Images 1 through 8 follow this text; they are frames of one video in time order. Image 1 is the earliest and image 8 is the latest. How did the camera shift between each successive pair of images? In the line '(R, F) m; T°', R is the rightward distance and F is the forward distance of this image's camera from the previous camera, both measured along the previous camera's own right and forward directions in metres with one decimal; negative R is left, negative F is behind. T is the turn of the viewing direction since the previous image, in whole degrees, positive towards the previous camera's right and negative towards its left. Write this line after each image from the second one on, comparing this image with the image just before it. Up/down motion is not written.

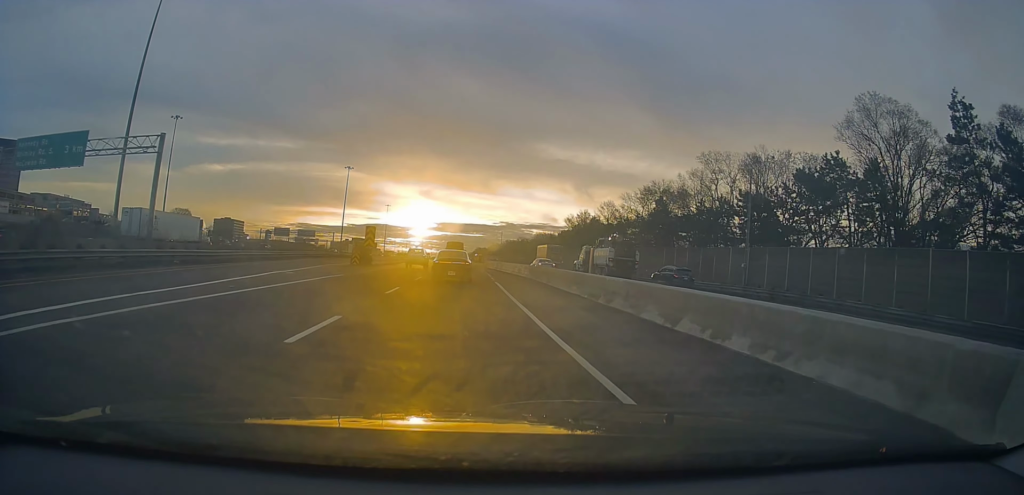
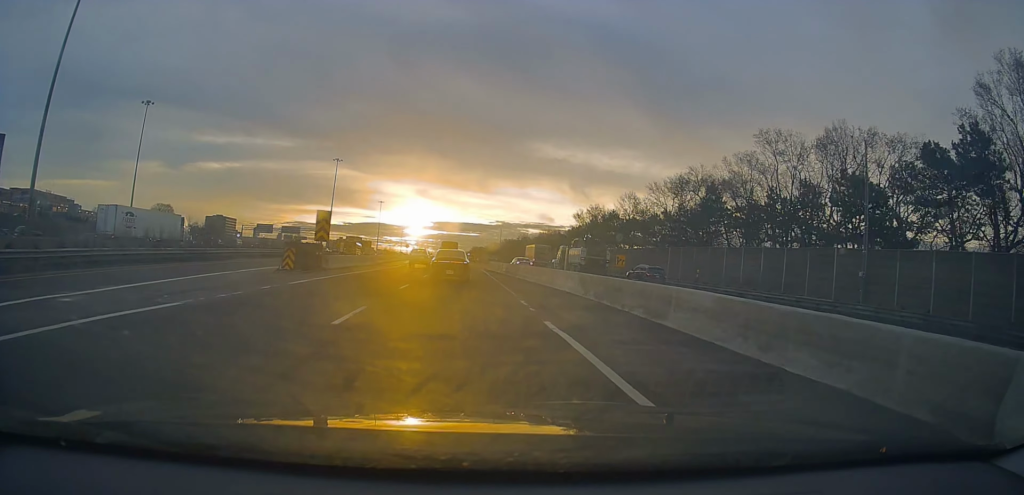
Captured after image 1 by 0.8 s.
(-0.3, +16.5) m; -1°
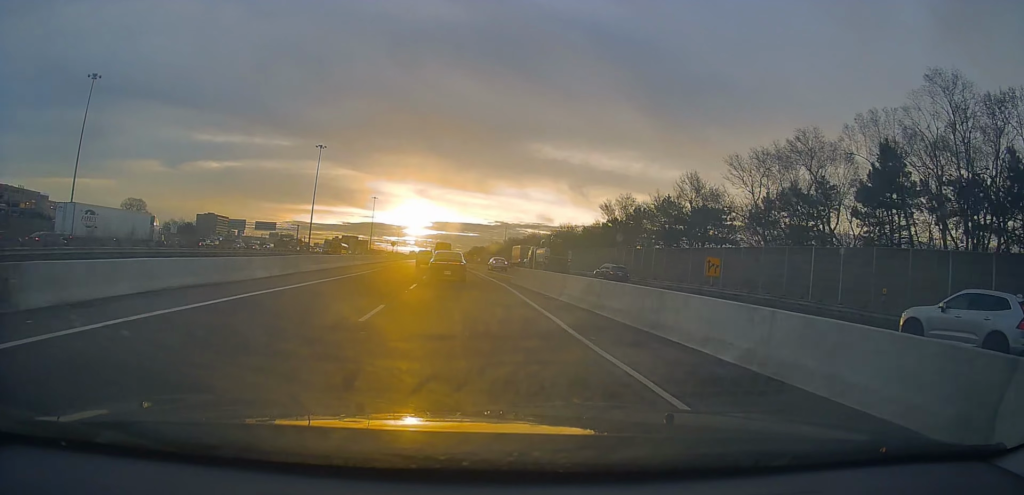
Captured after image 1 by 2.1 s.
(0.0, +27.1) m; +1°
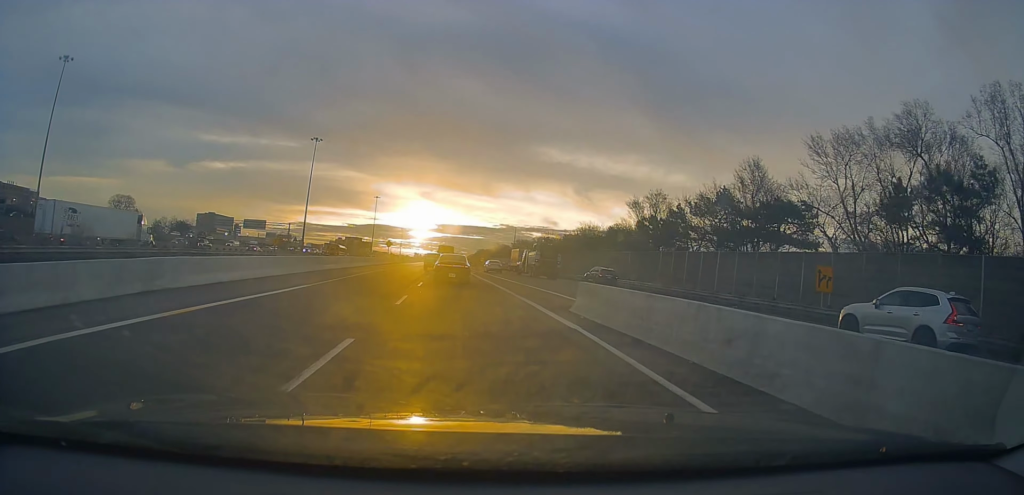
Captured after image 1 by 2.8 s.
(-0.1, +14.8) m; +1°
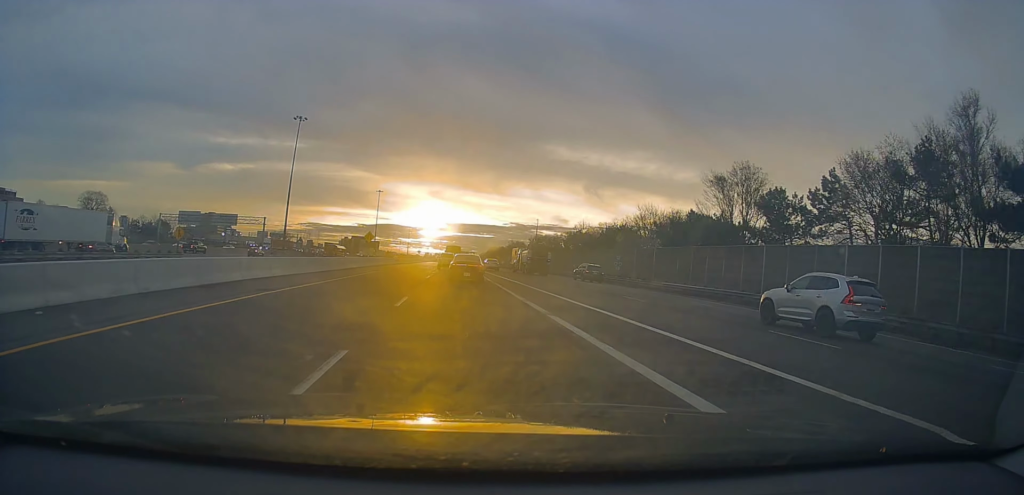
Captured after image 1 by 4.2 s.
(+0.3, +29.1) m; -1°
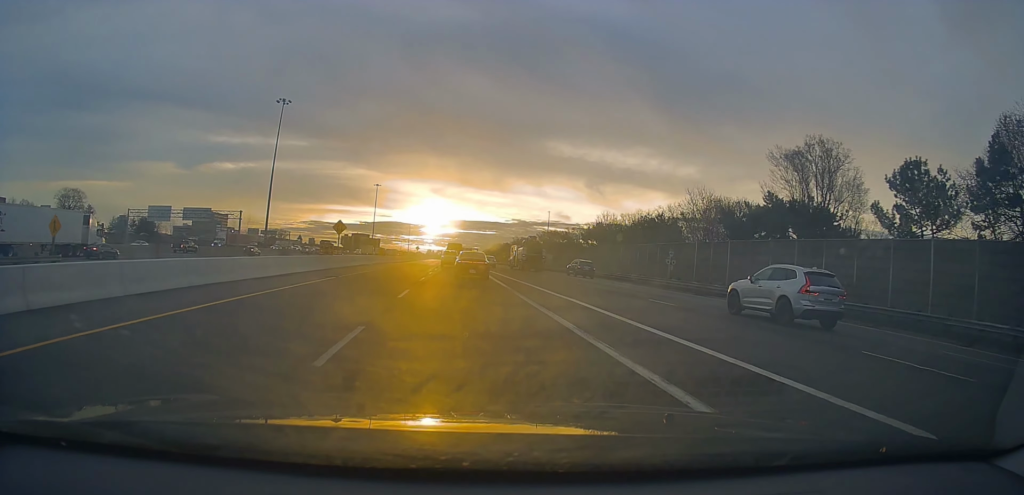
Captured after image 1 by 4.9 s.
(-0.3, +16.5) m; -2°
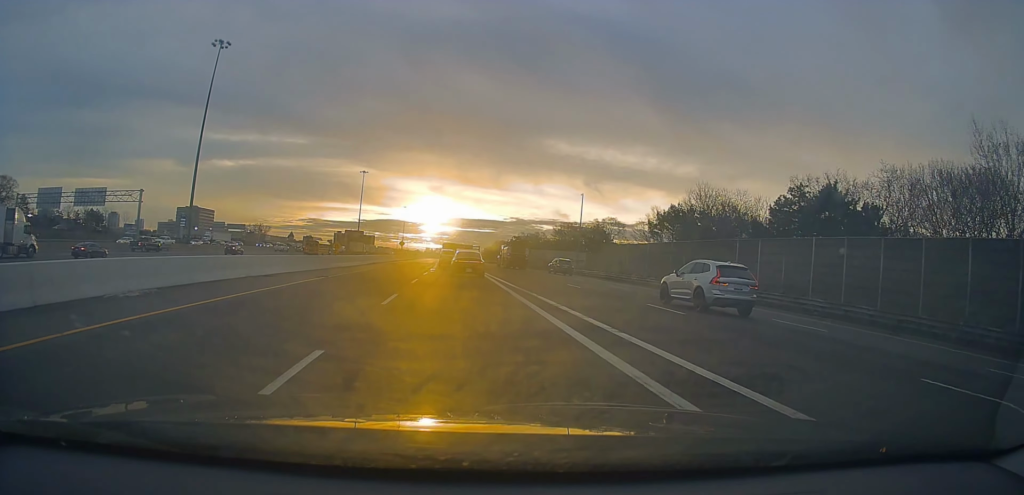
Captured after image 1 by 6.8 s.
(0.0, +39.8) m; +1°
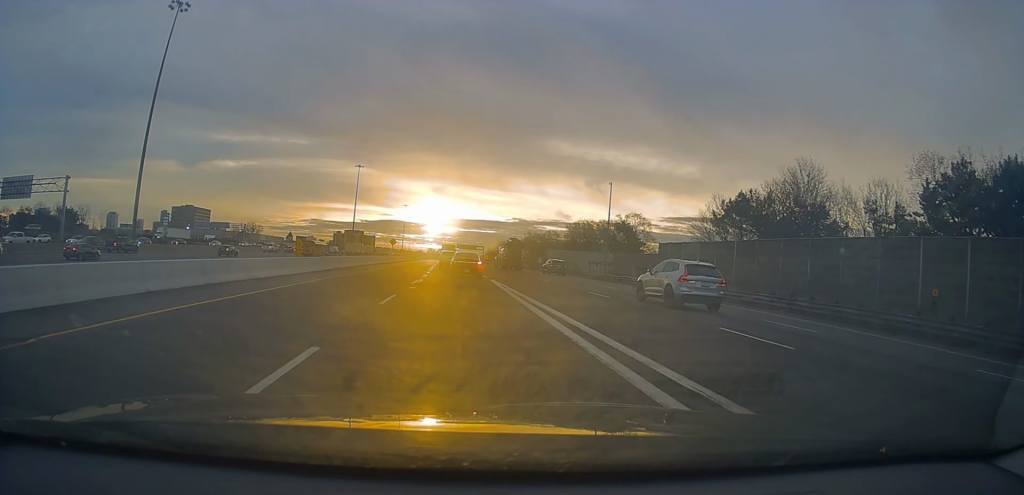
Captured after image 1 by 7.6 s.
(0.0, +18.9) m; 0°
